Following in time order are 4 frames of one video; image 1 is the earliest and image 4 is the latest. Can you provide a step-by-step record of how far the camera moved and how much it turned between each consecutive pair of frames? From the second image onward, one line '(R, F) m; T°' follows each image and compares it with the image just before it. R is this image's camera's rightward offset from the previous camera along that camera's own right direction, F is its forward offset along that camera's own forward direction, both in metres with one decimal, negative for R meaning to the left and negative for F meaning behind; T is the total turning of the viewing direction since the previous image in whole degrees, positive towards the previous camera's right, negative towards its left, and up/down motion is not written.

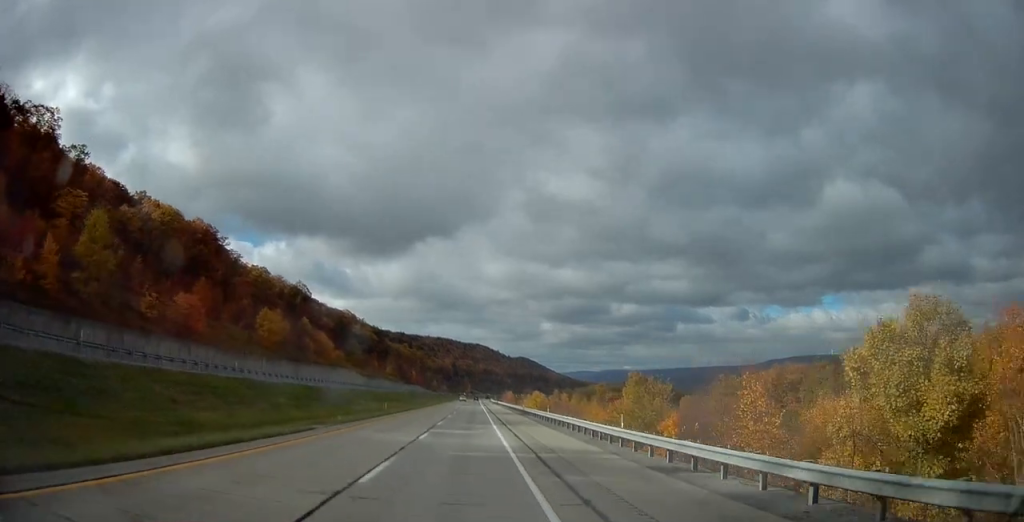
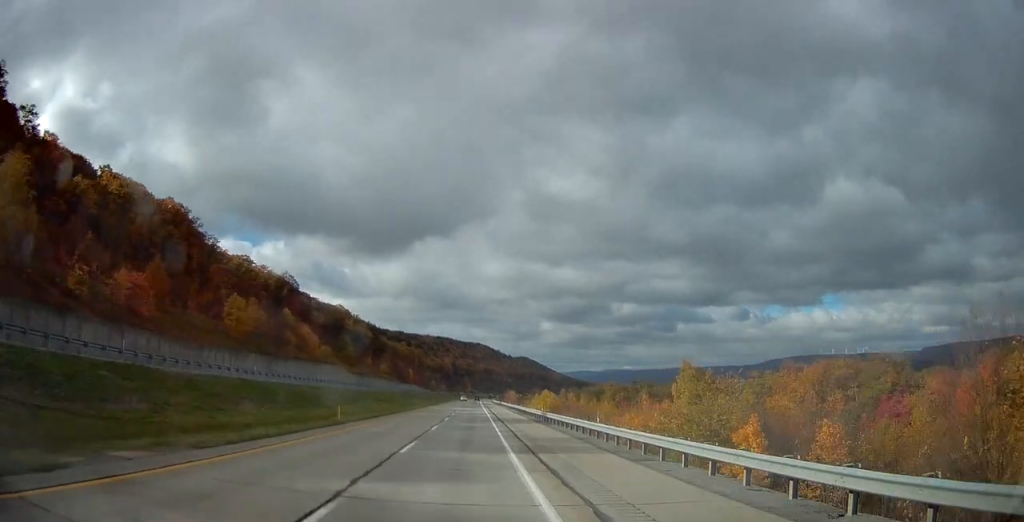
(0.0, +18.2) m; 0°
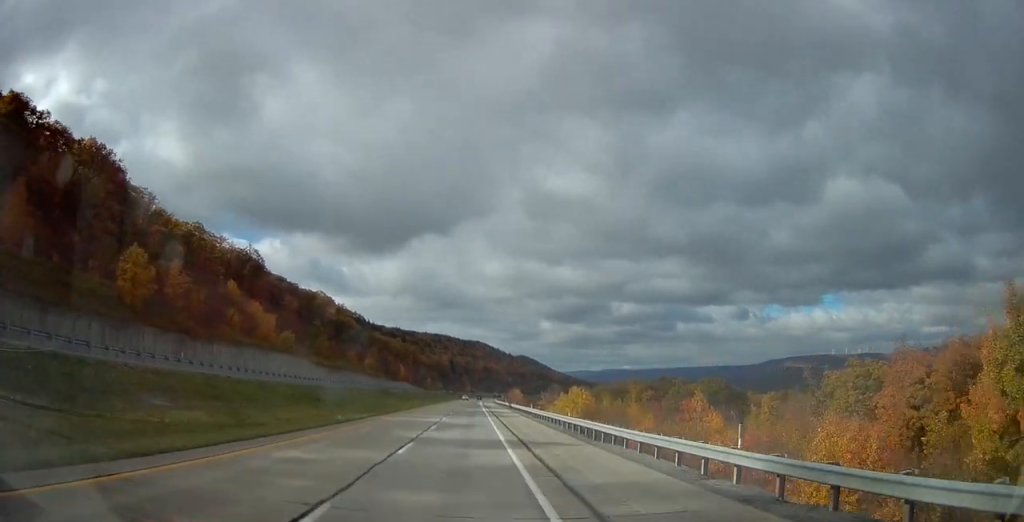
(+0.1, +37.8) m; 0°
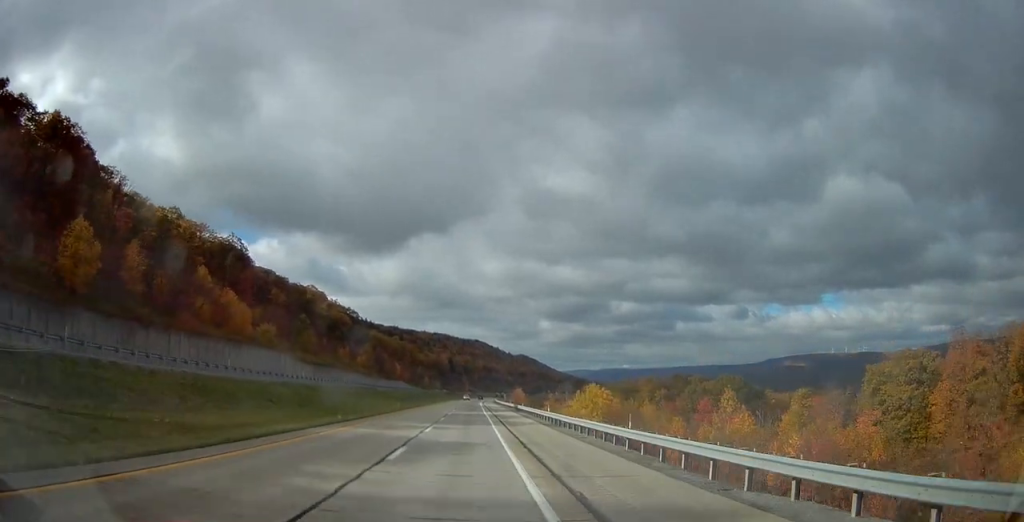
(+0.1, +14.0) m; 0°
